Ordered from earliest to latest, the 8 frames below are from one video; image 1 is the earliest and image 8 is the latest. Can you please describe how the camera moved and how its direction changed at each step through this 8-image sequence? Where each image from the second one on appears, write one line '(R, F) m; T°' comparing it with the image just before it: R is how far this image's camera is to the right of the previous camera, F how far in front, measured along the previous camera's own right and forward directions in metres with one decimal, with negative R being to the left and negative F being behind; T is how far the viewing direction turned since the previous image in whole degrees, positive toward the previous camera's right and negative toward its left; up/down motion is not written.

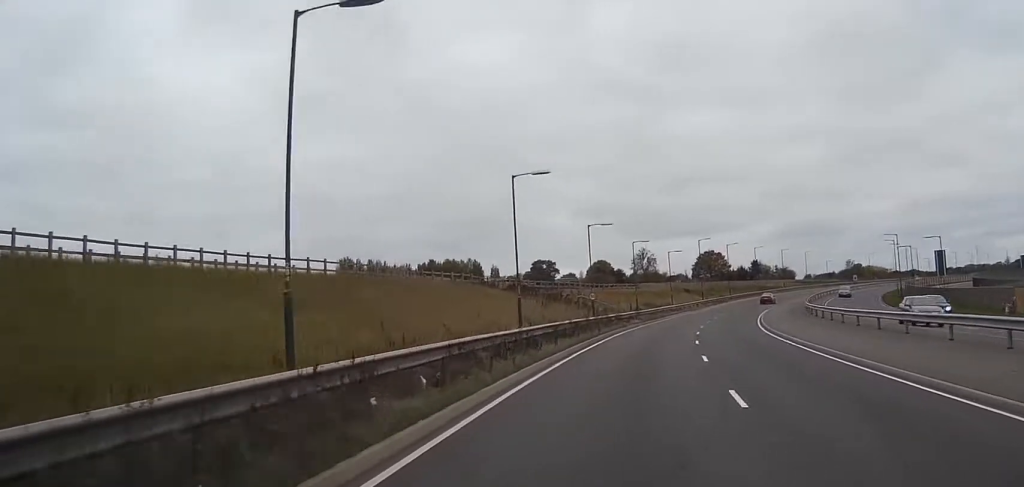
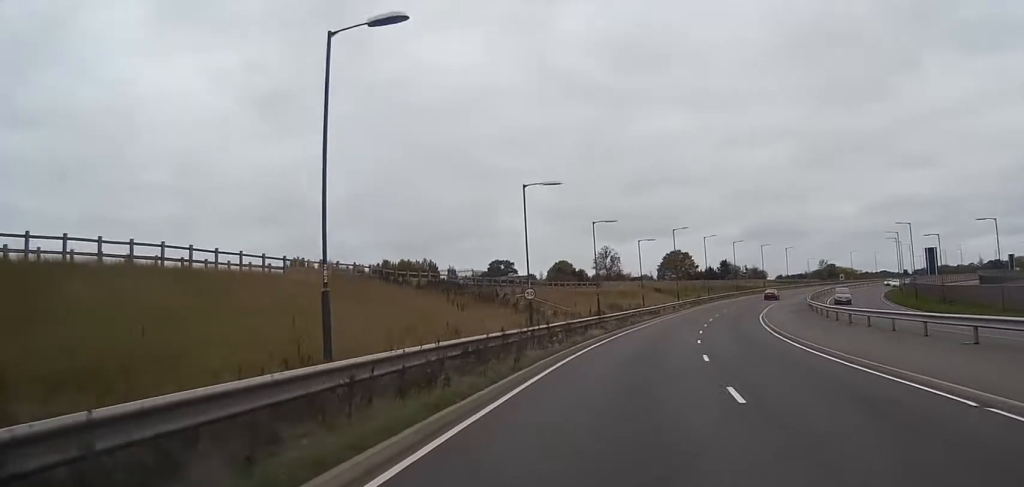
(+0.4, +17.3) m; +3°
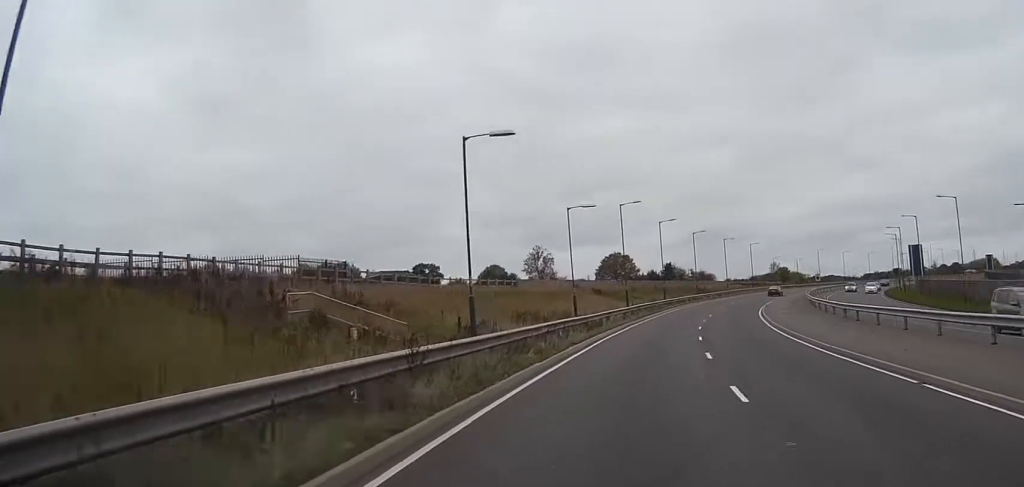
(+0.9, +27.1) m; +4°
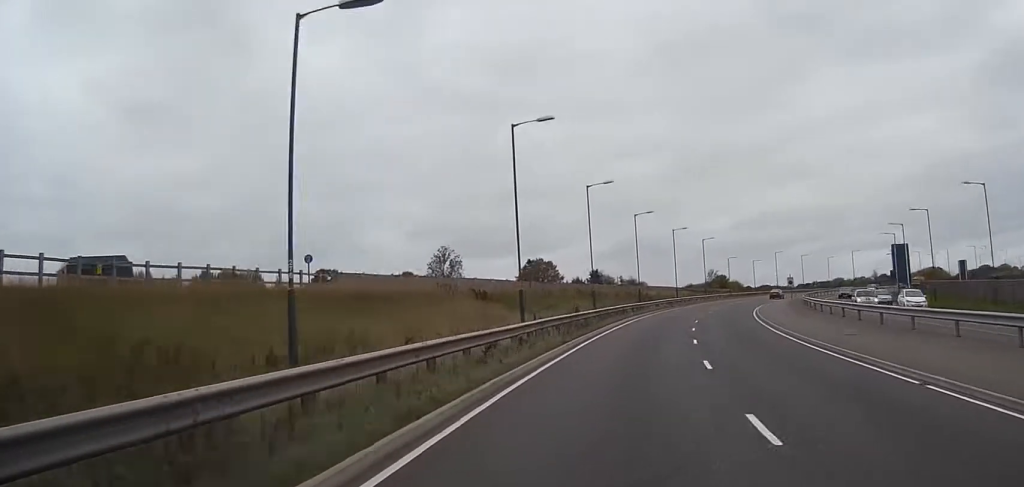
(+1.2, +30.7) m; +5°
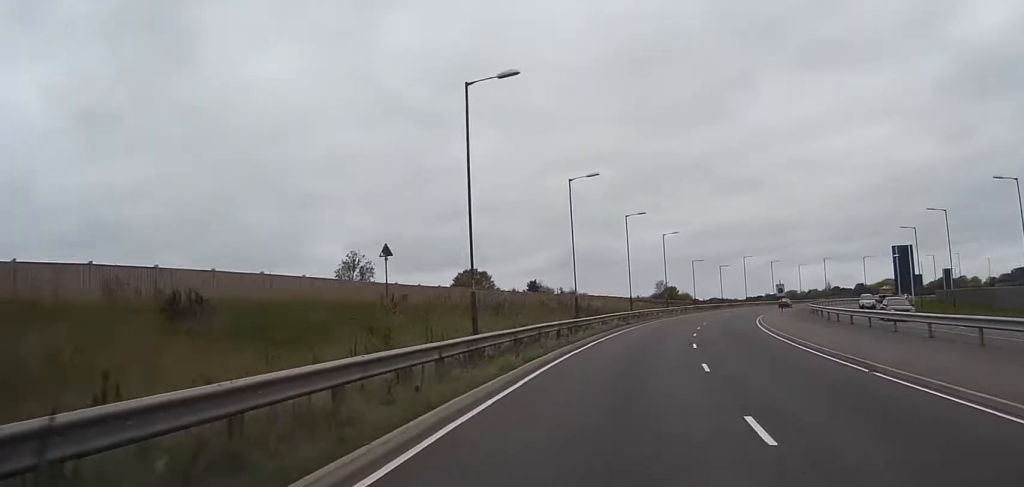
(+1.0, +26.7) m; +4°
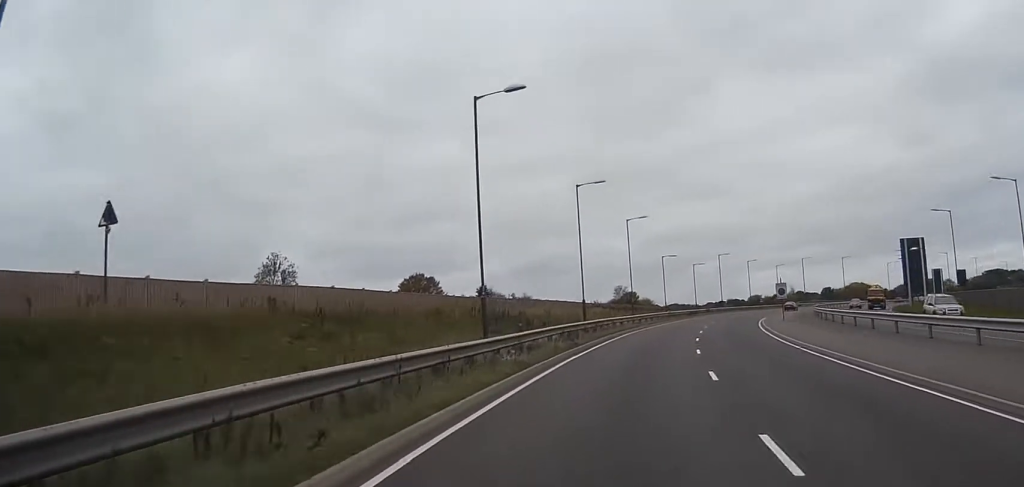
(+0.4, +19.3) m; +3°
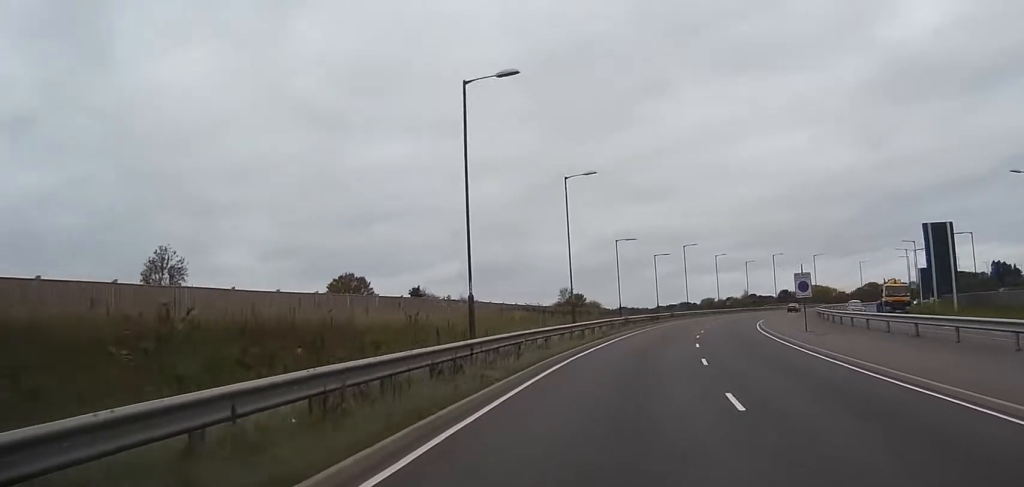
(+0.6, +22.3) m; +3°
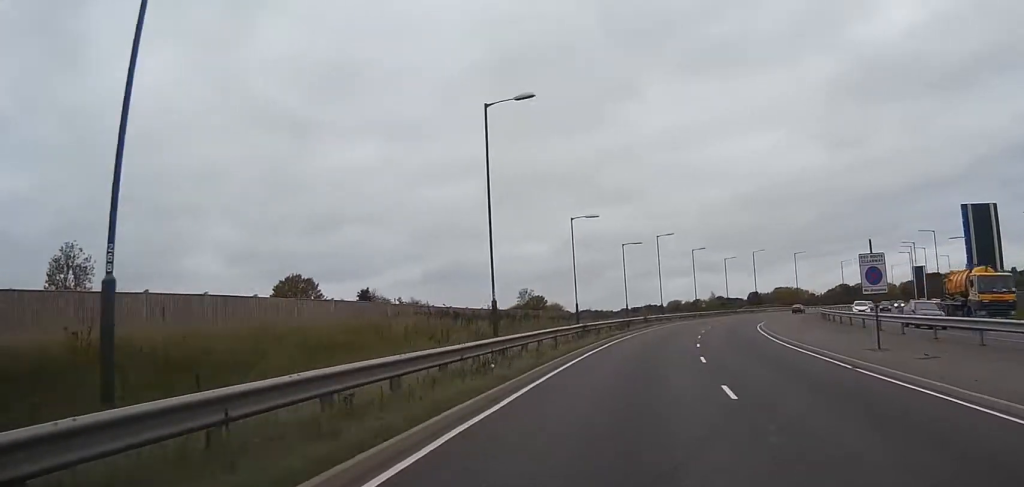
(+0.4, +16.3) m; +3°
